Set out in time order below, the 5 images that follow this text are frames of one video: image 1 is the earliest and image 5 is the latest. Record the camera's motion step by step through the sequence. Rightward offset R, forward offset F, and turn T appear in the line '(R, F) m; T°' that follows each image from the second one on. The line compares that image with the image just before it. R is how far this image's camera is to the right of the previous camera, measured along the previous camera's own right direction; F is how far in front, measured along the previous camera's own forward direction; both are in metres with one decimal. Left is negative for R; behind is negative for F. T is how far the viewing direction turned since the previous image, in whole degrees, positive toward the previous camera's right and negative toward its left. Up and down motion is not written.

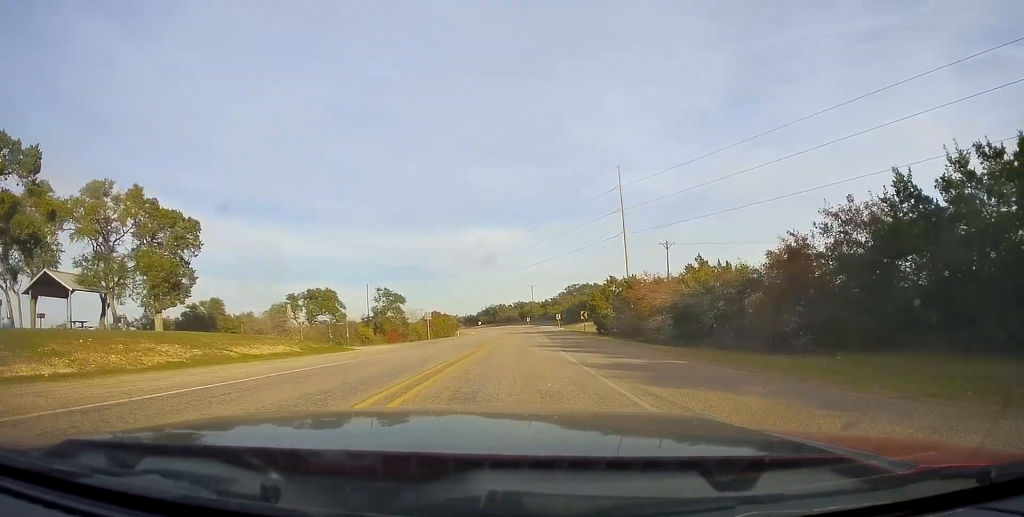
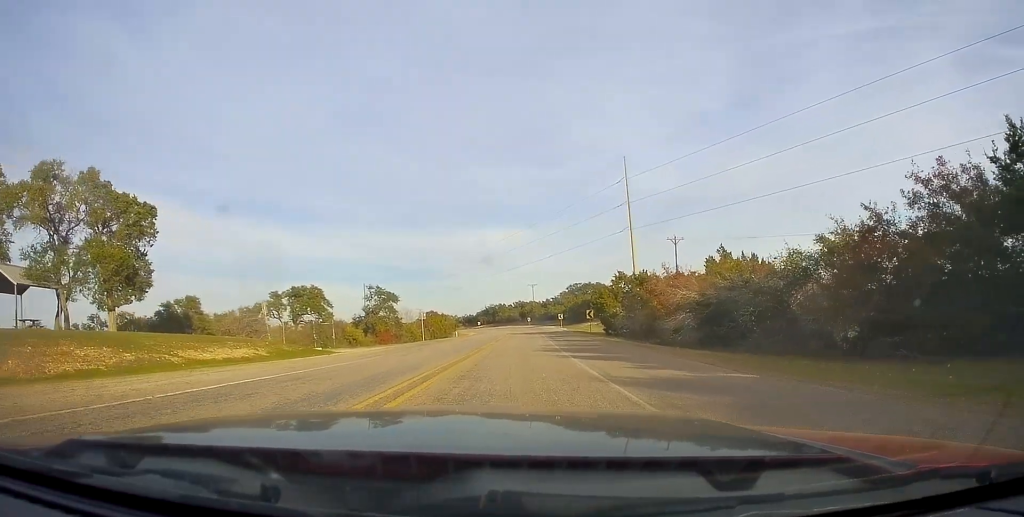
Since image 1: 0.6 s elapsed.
(-0.5, +4.6) m; -1°
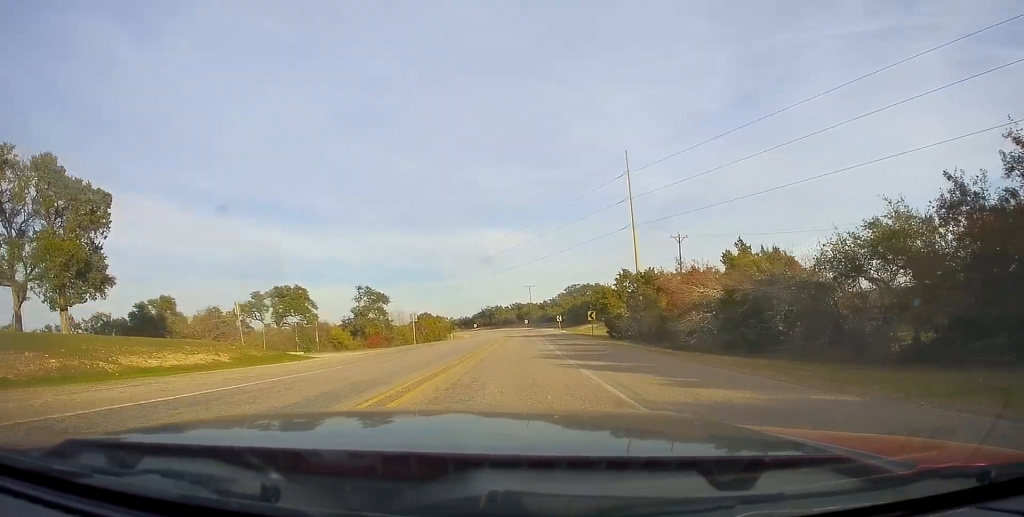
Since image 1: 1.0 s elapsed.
(+0.3, +4.0) m; +2°
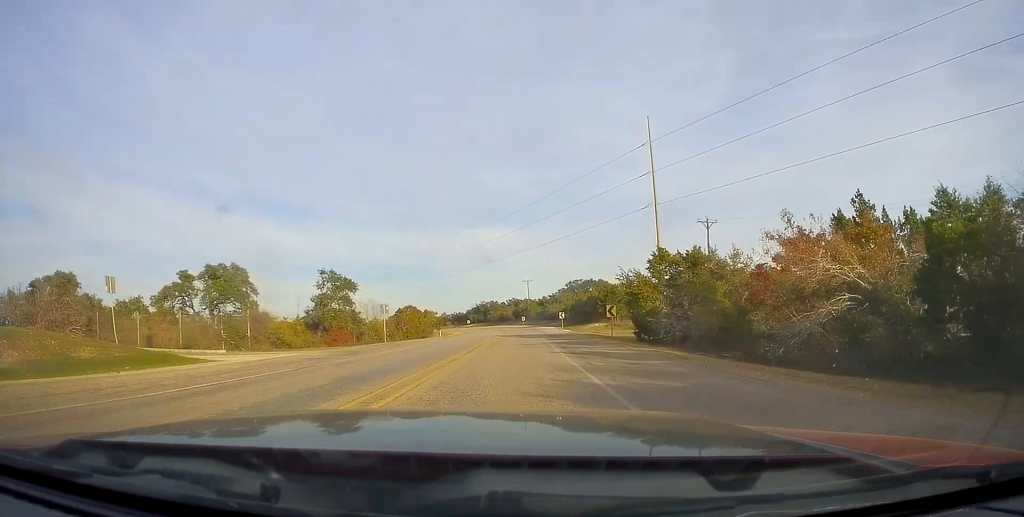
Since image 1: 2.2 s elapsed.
(+0.7, +12.9) m; +3°
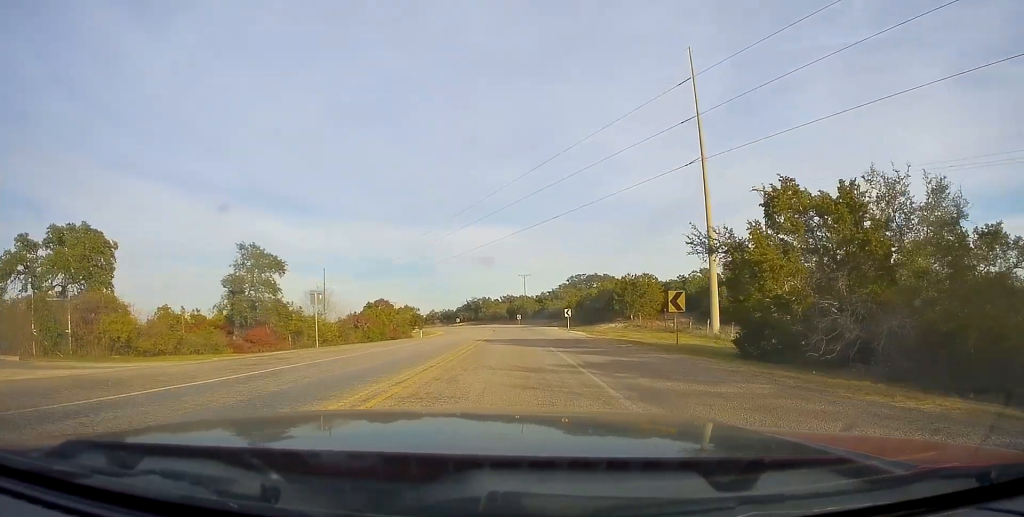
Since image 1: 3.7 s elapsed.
(0.0, +17.5) m; -2°
